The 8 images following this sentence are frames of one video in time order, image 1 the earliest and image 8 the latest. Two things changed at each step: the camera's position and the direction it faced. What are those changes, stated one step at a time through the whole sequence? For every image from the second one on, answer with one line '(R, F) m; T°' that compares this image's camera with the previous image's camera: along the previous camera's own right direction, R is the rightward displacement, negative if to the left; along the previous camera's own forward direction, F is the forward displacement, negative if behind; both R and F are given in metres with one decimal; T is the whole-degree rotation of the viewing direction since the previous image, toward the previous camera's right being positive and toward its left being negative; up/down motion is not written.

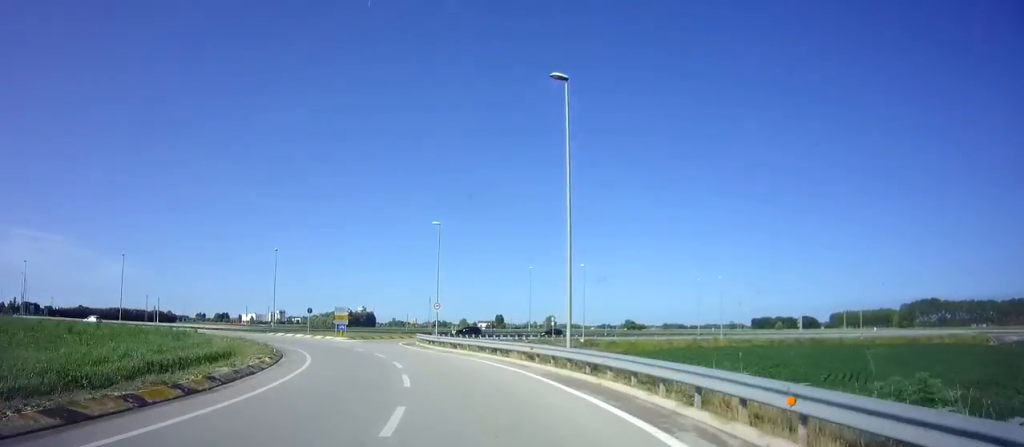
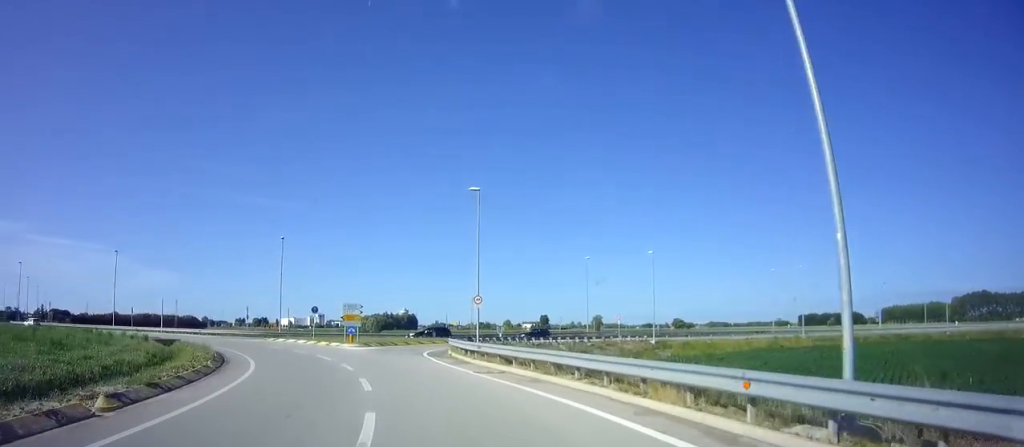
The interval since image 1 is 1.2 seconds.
(0.0, +11.8) m; -2°
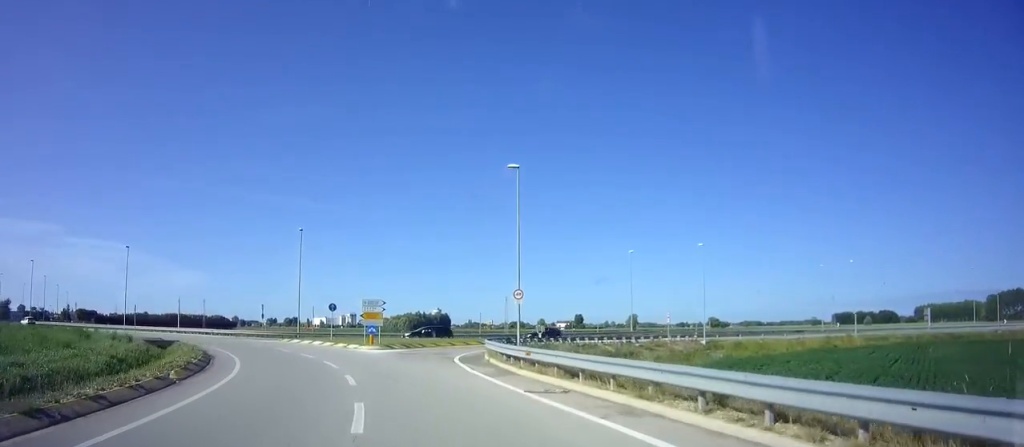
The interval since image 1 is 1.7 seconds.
(0.0, +5.2) m; -3°
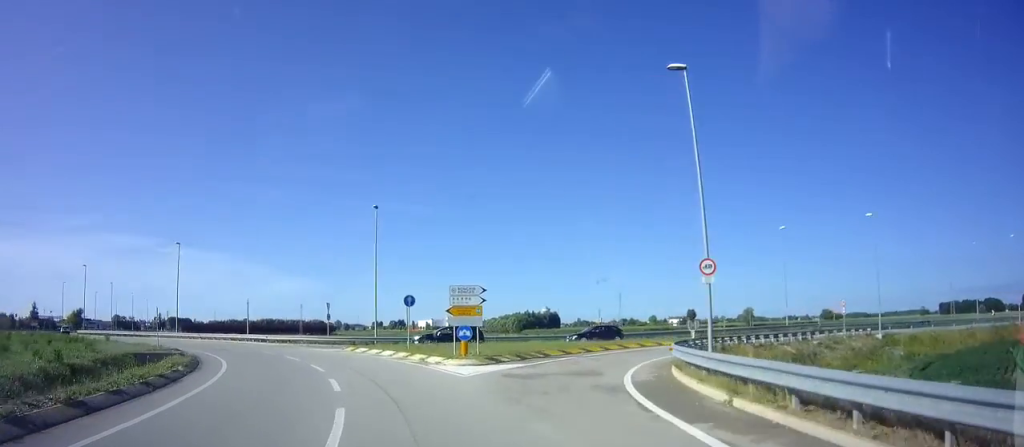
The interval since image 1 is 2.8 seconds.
(-1.1, +12.2) m; -11°
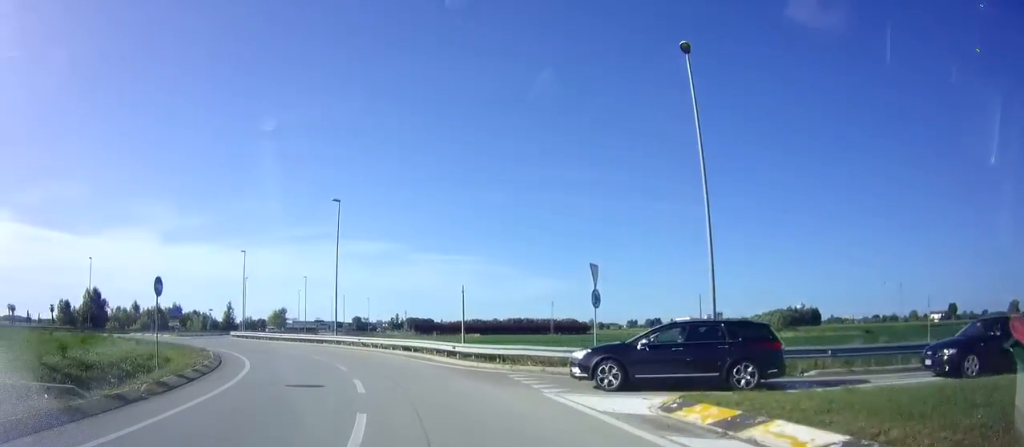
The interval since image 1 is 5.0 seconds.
(-5.2, +24.0) m; -25°
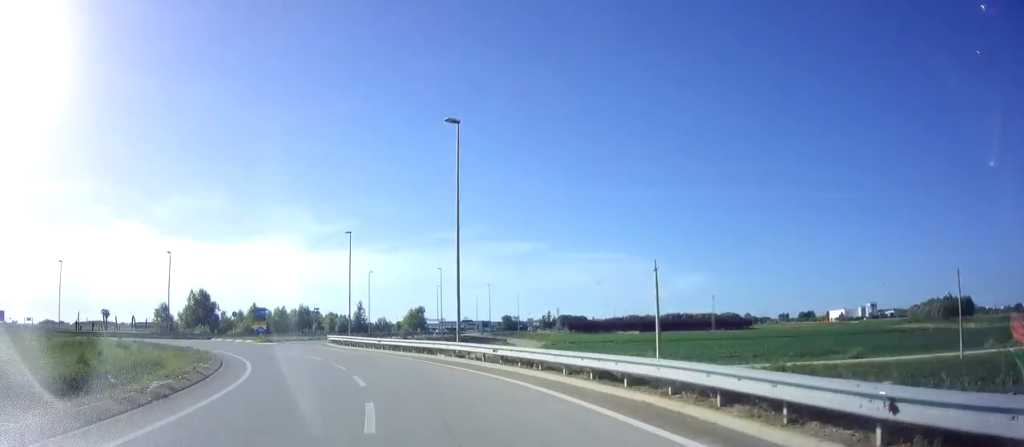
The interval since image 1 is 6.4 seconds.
(-2.2, +15.9) m; -17°
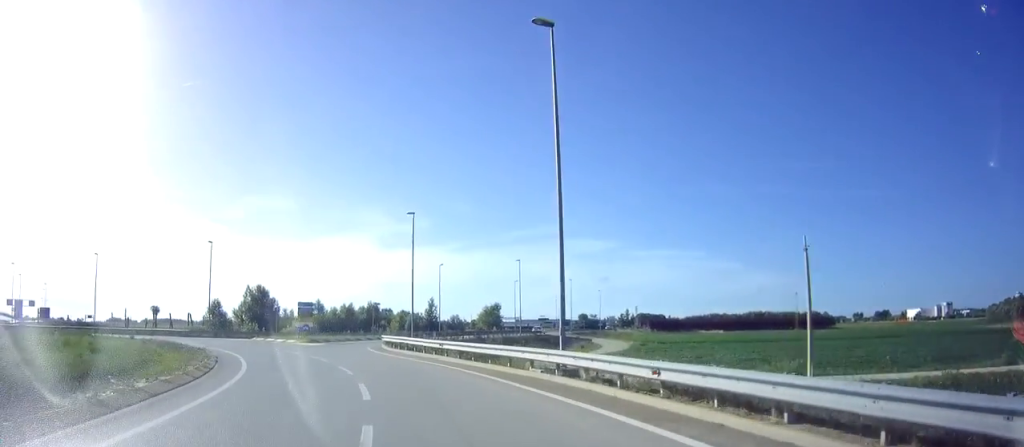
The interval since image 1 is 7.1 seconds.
(-0.8, +8.2) m; -8°
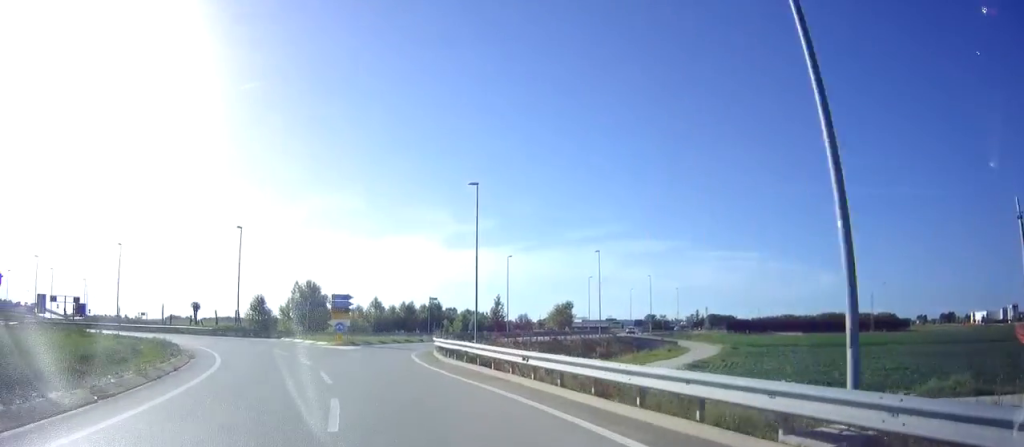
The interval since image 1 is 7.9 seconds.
(-0.7, +9.0) m; -9°
